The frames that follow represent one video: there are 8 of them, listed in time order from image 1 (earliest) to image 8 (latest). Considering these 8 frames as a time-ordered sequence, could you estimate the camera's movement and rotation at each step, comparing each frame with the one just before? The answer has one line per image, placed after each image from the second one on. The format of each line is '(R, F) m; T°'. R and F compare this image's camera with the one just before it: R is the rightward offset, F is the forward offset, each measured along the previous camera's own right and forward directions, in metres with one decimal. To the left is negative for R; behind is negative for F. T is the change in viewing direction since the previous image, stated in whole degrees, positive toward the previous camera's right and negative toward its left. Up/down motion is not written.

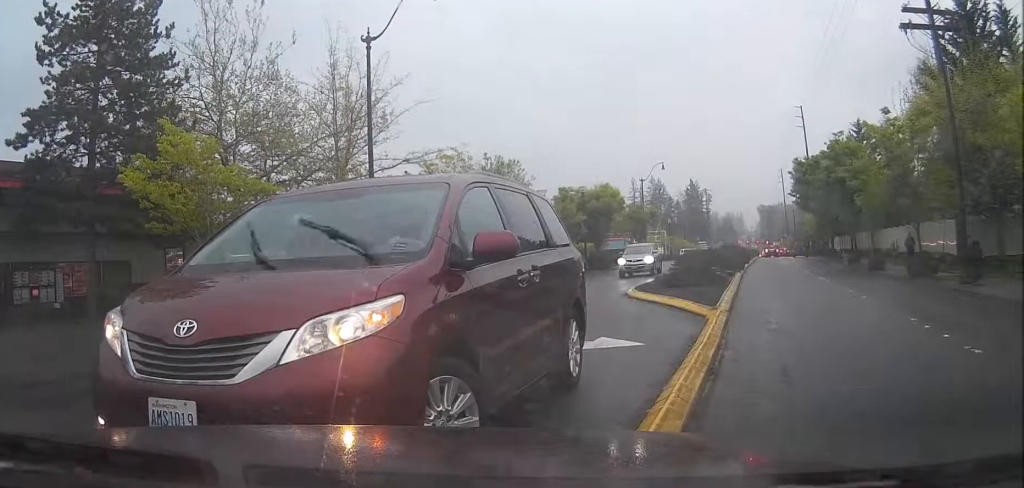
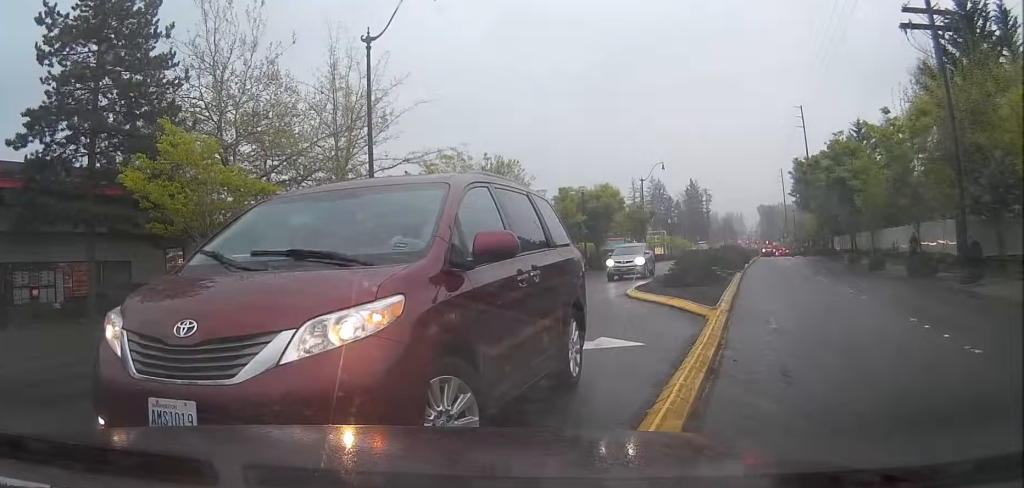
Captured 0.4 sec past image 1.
(0.0, 0.0) m; 0°
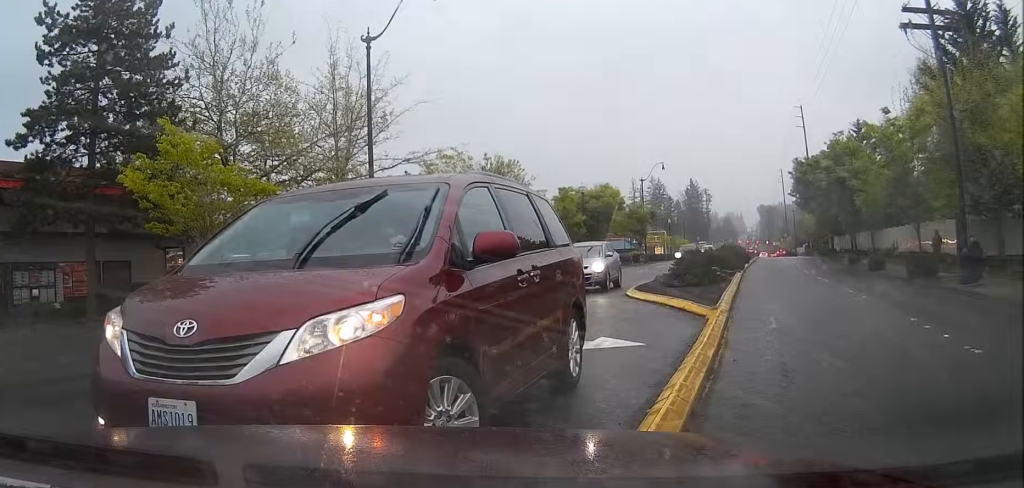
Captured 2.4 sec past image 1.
(0.0, 0.0) m; 0°
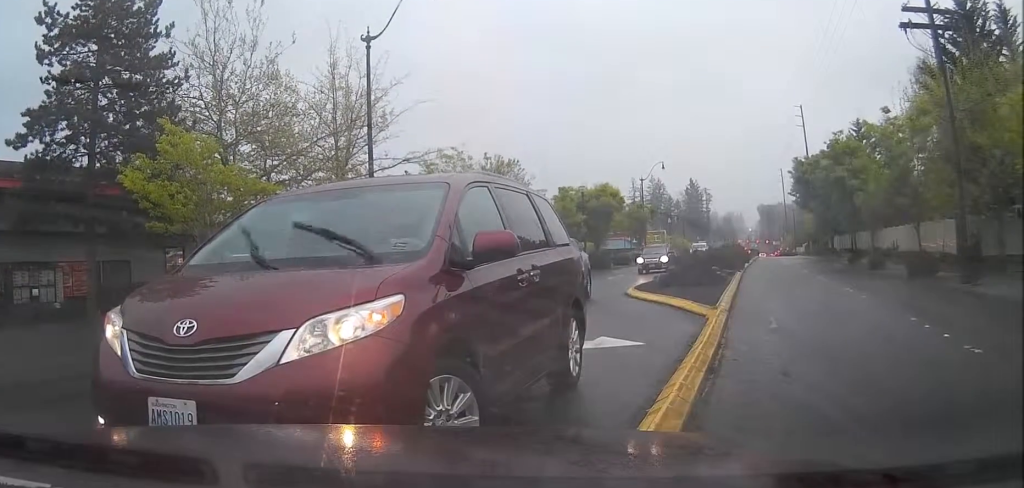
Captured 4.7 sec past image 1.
(0.0, 0.0) m; 0°
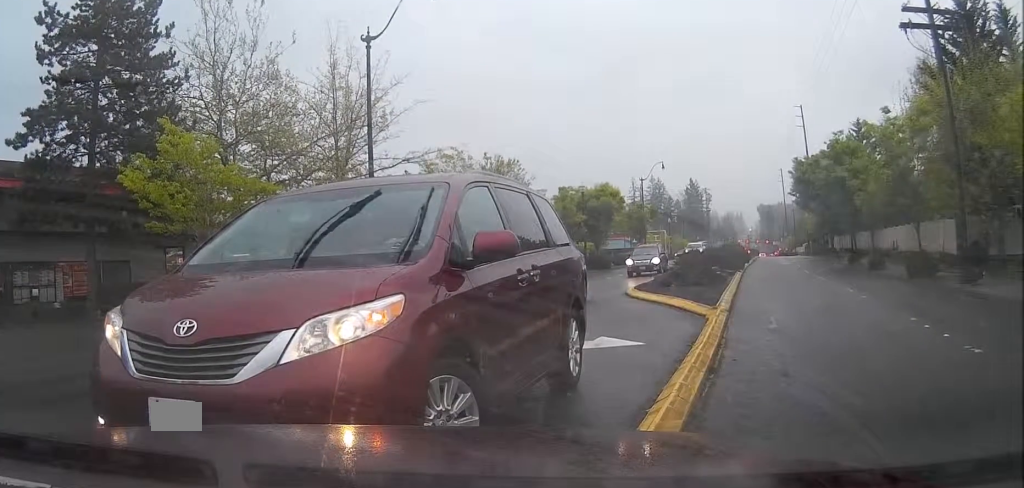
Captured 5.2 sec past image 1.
(0.0, 0.0) m; 0°
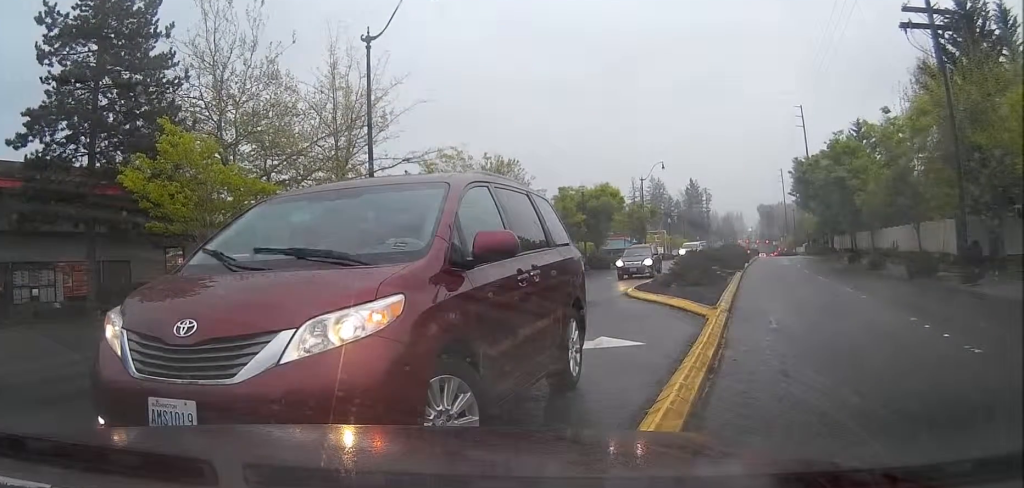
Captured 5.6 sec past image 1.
(0.0, 0.0) m; 0°
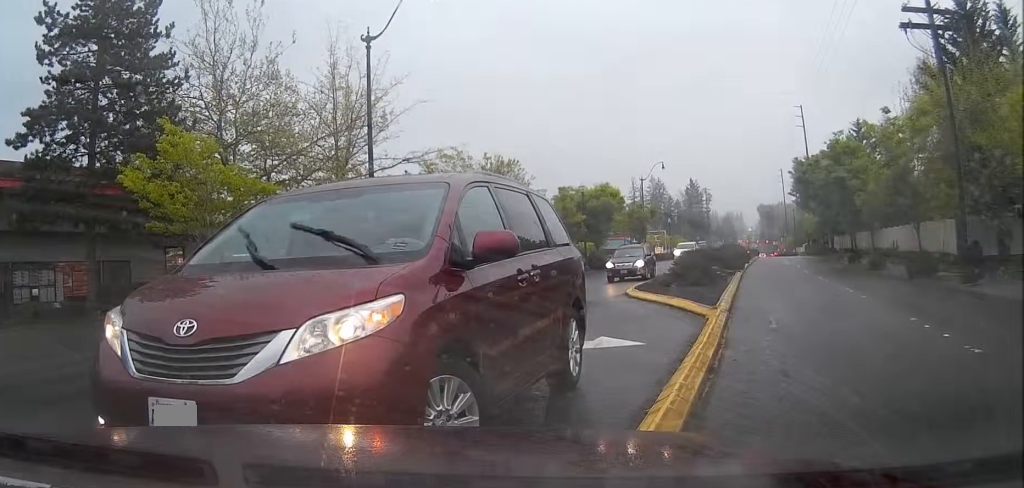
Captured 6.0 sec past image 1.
(0.0, 0.0) m; 0°
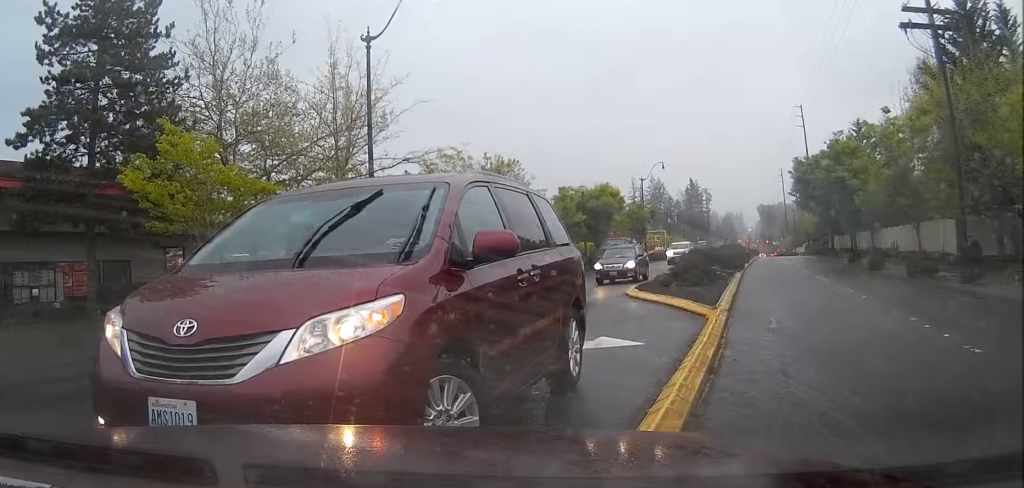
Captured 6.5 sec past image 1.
(0.0, 0.0) m; 0°
